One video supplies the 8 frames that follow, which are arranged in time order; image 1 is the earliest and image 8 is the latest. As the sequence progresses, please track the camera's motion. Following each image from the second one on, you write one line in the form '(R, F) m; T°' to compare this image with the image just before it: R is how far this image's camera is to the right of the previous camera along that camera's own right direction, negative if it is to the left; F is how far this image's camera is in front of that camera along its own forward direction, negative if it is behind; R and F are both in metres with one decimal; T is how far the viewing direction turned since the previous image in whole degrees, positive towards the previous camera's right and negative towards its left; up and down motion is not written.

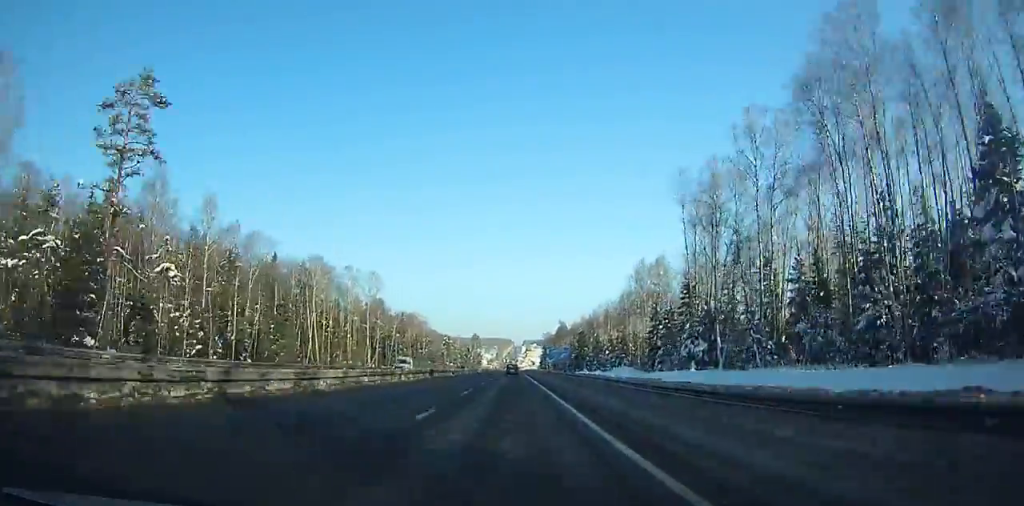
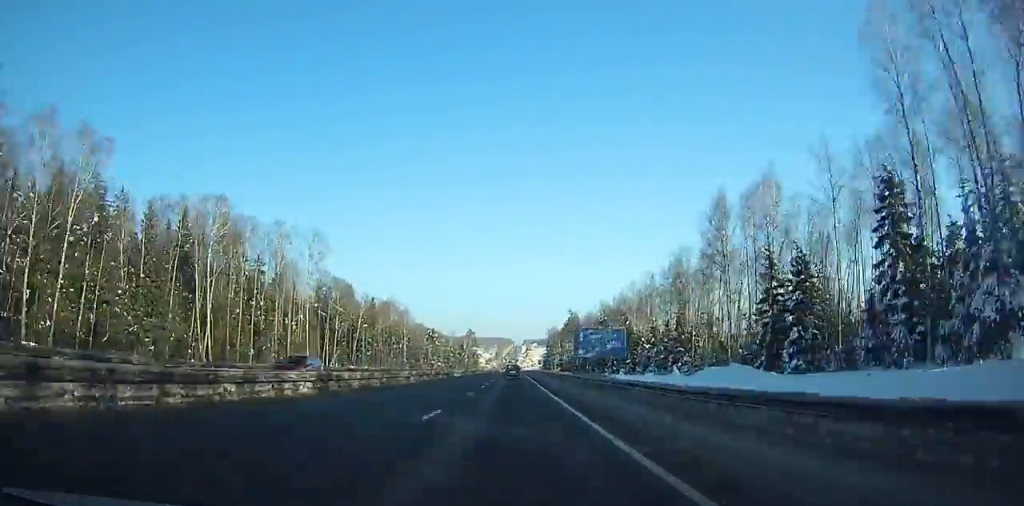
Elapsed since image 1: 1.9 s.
(0.0, +47.4) m; 0°
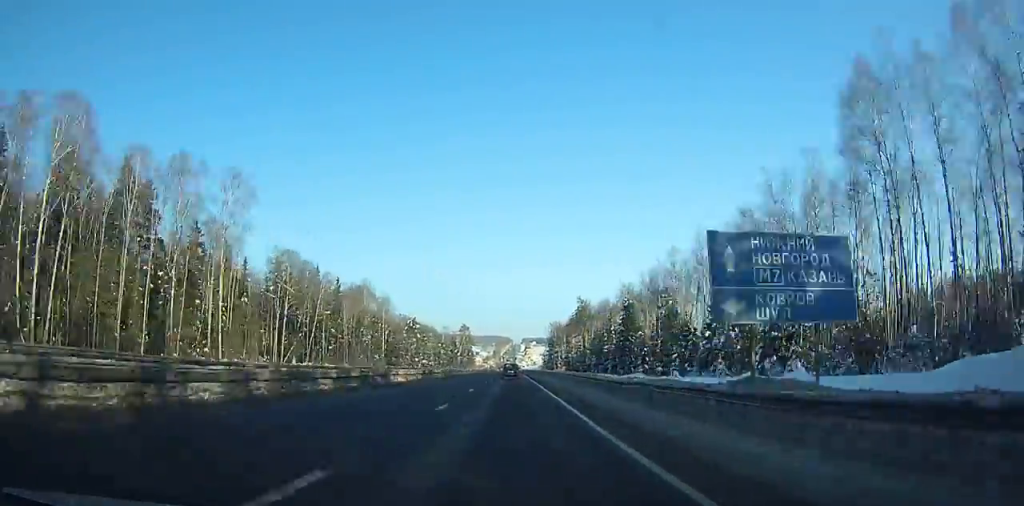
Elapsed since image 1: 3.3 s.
(0.0, +33.8) m; 0°
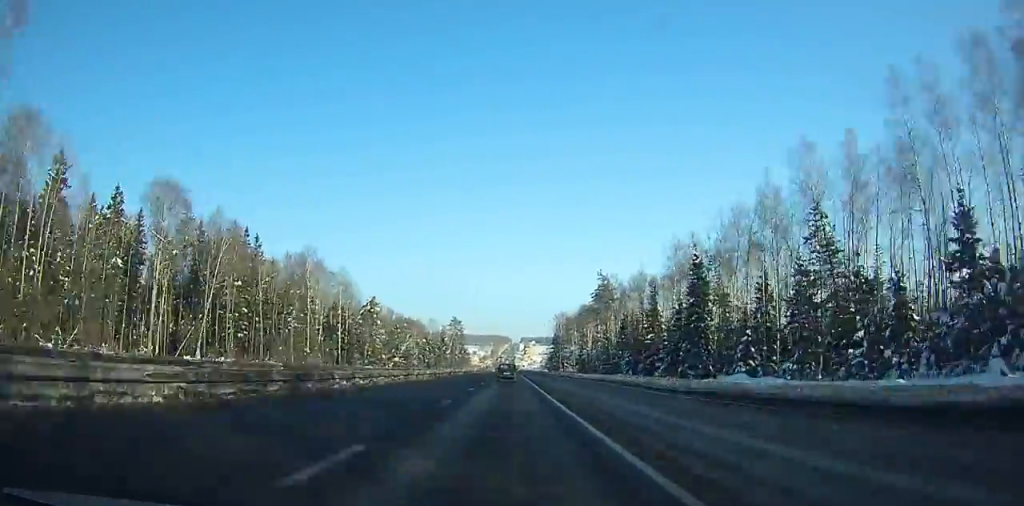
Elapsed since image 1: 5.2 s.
(0.0, +44.3) m; 0°
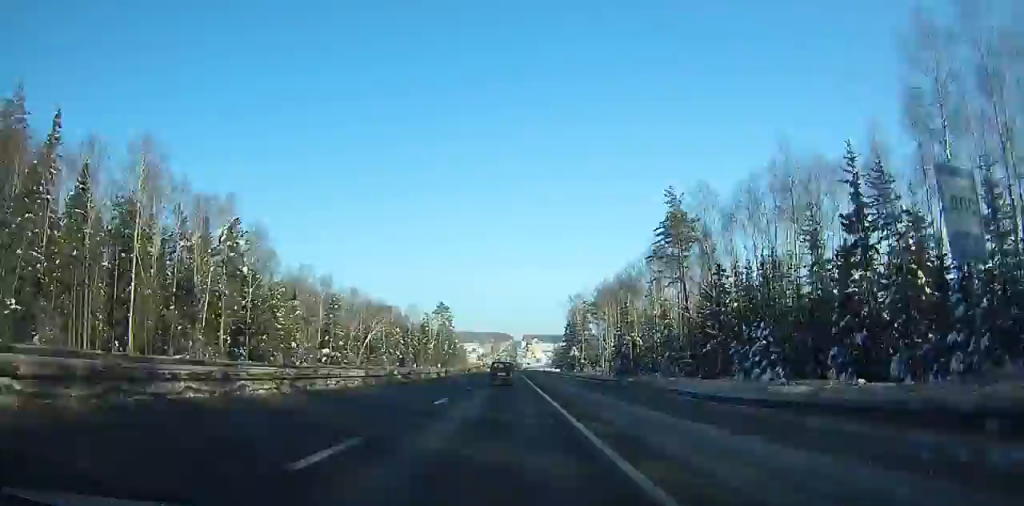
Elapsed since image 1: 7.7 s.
(0.0, +55.7) m; 0°
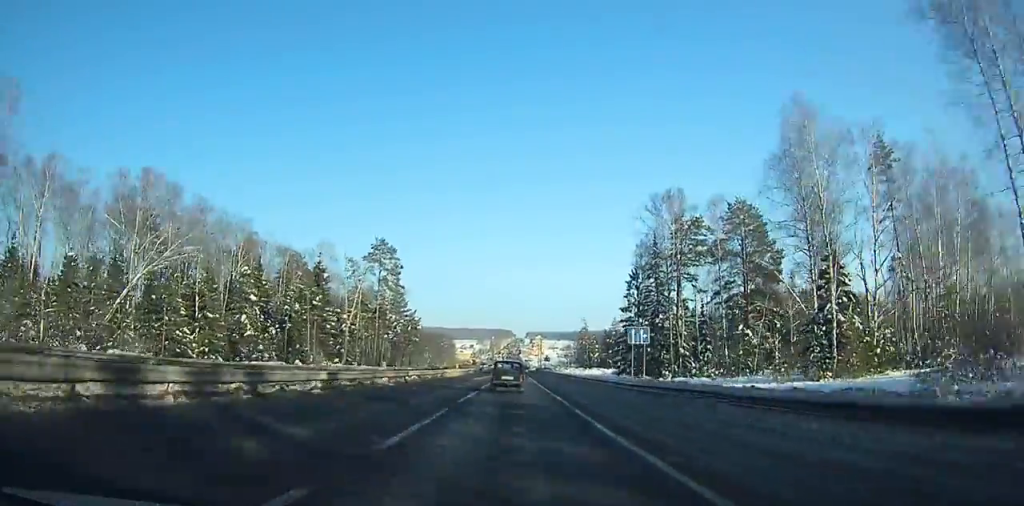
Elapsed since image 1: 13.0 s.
(-0.1, +107.4) m; 0°
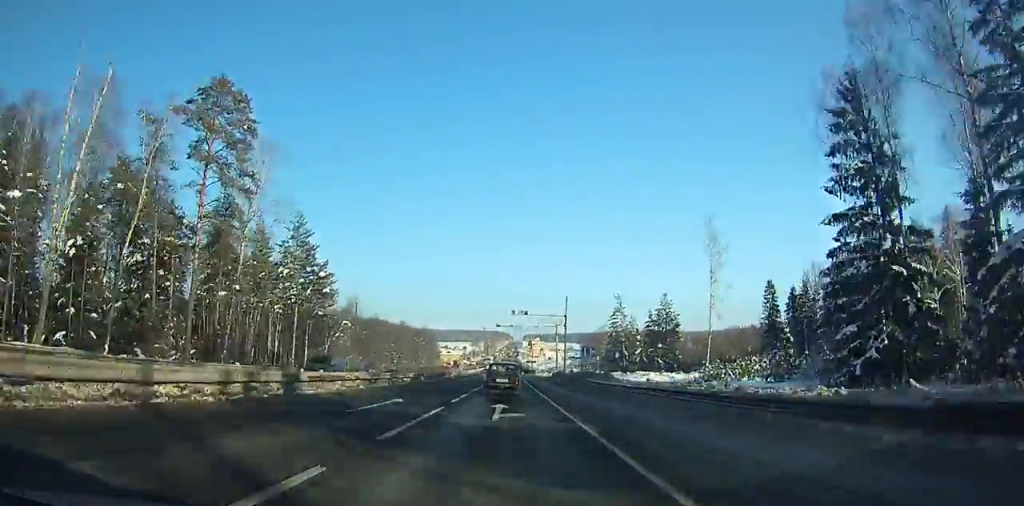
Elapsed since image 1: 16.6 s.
(0.0, +64.5) m; 0°
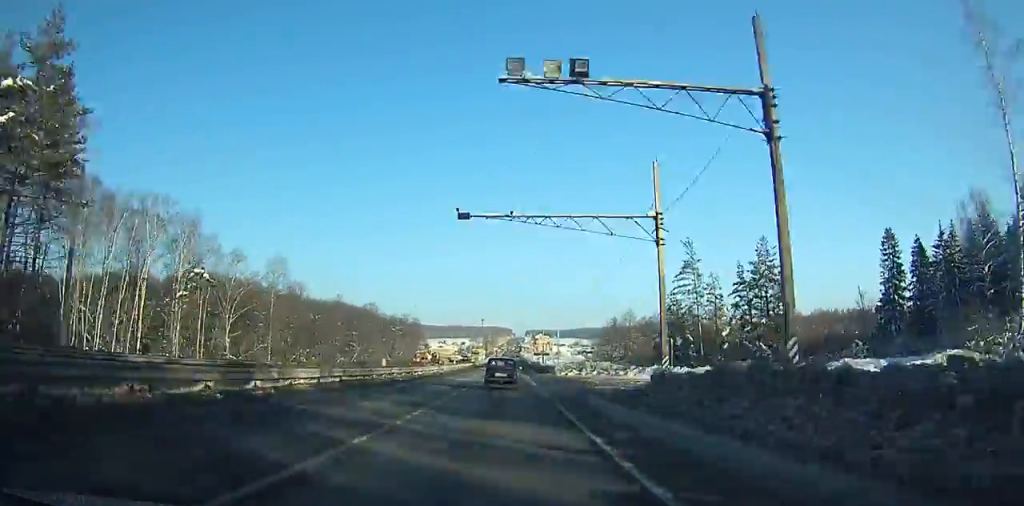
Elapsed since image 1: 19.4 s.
(+0.1, +47.0) m; 0°
